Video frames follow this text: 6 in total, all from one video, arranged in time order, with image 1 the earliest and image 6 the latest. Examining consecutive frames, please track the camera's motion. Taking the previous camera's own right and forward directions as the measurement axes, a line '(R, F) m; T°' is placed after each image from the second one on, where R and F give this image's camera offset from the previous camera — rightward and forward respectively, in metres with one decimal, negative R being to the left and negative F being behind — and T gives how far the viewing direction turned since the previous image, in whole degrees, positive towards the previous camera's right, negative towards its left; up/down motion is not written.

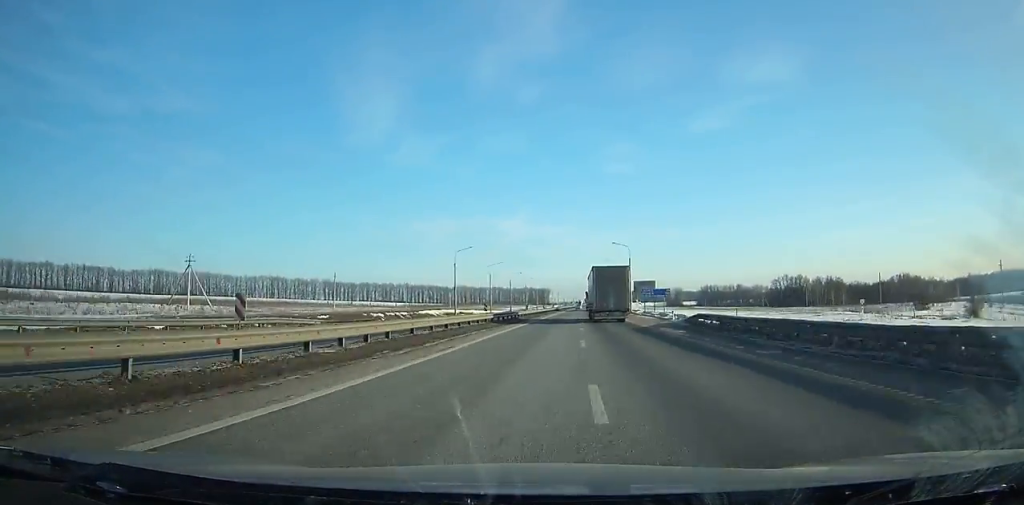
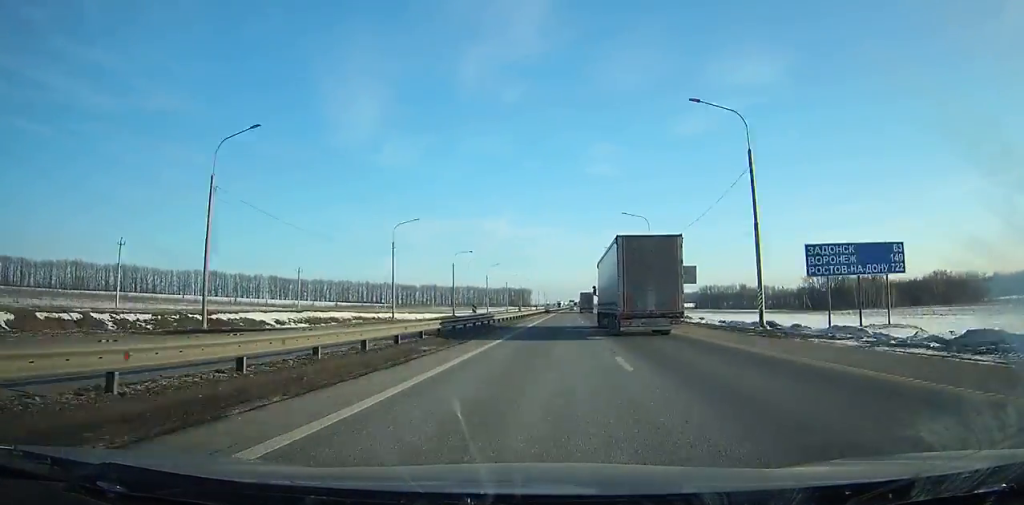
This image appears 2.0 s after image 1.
(+0.2, +66.6) m; +1°
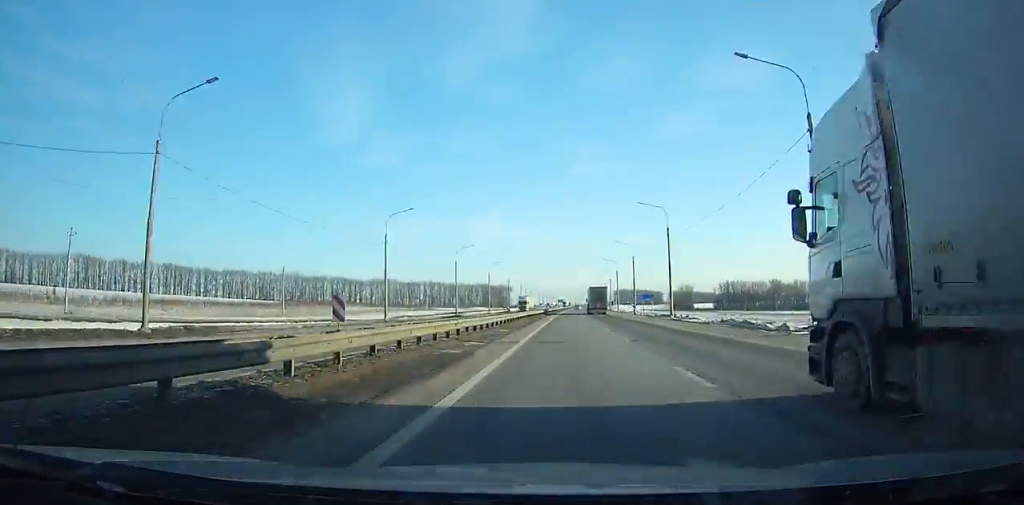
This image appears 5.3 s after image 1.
(+1.0, +109.7) m; +1°
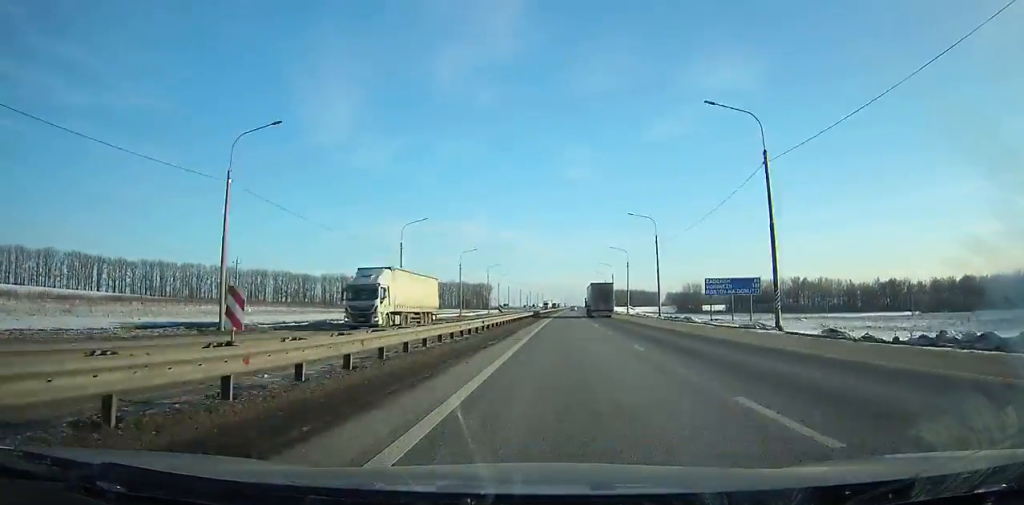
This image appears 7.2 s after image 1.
(+0.8, +63.2) m; +1°
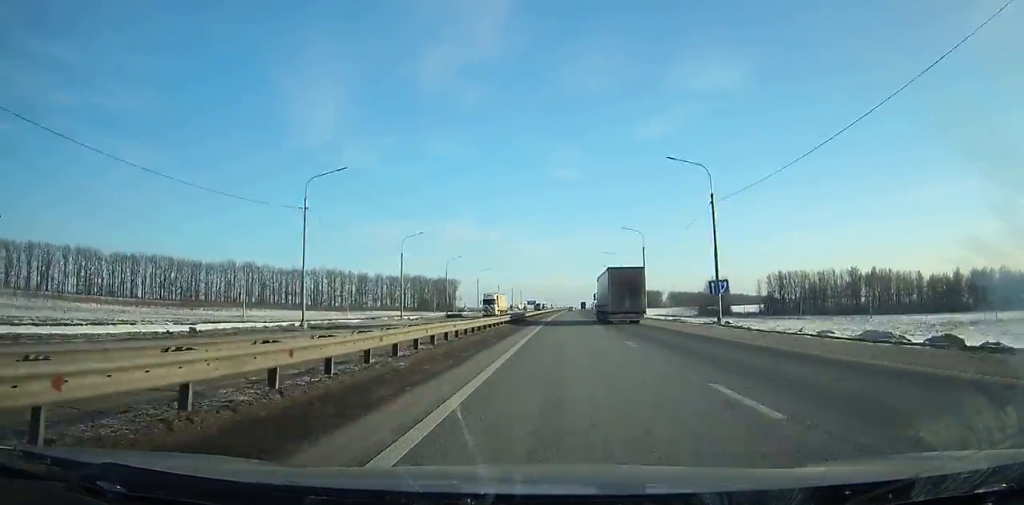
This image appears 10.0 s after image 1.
(+1.3, +93.4) m; +1°
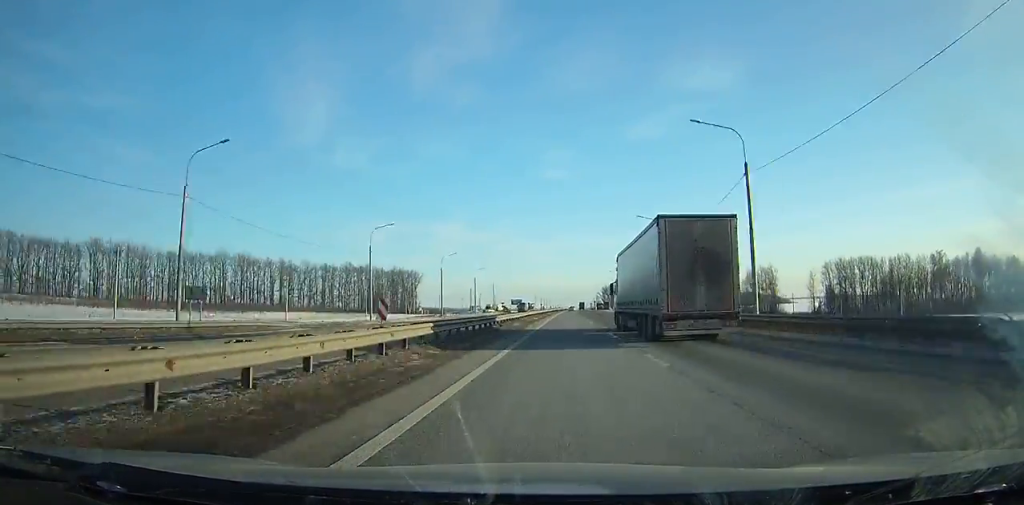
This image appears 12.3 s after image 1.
(+0.6, +77.3) m; +1°
